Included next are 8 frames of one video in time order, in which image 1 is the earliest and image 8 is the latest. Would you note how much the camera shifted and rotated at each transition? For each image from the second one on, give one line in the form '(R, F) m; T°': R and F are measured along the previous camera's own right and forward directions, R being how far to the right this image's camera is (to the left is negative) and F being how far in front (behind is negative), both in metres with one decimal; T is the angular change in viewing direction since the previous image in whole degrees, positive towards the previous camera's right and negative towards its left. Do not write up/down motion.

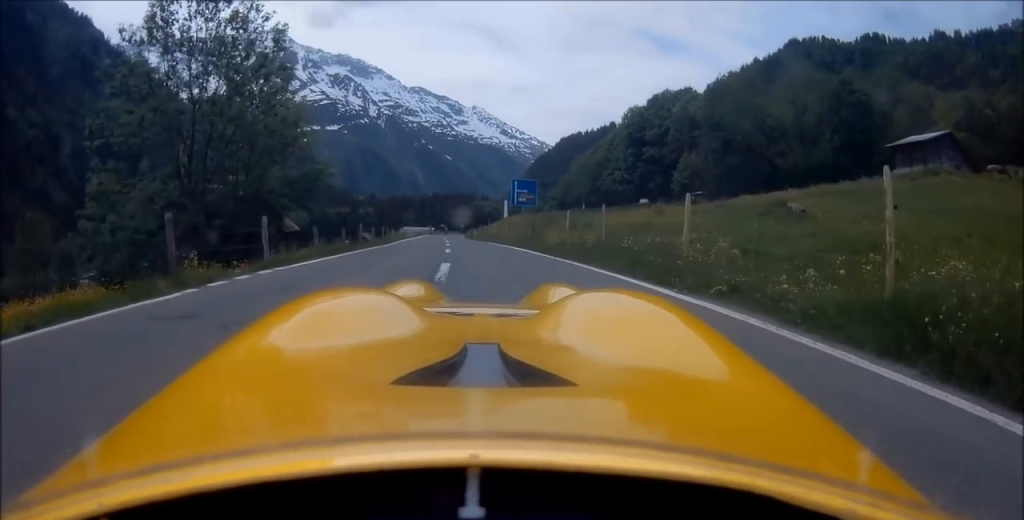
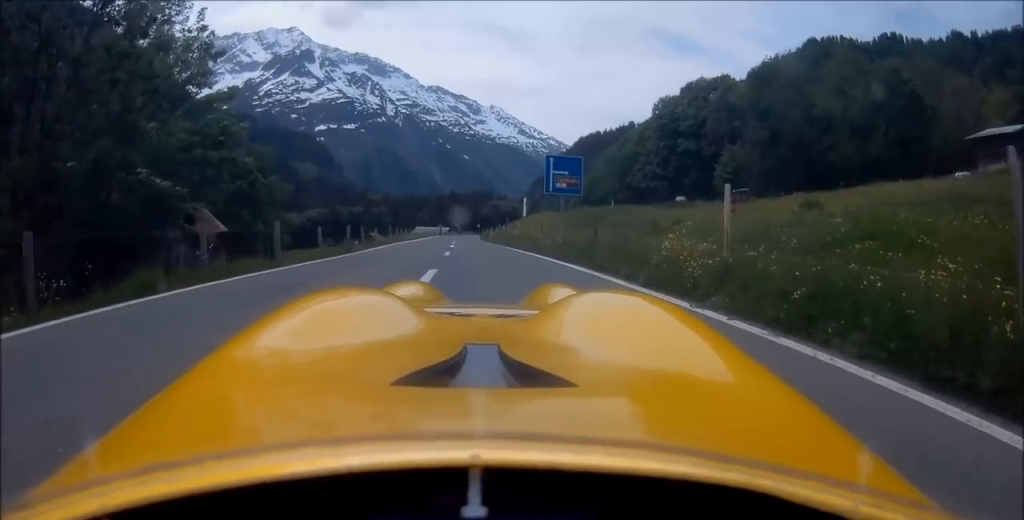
(+0.1, +11.0) m; 0°
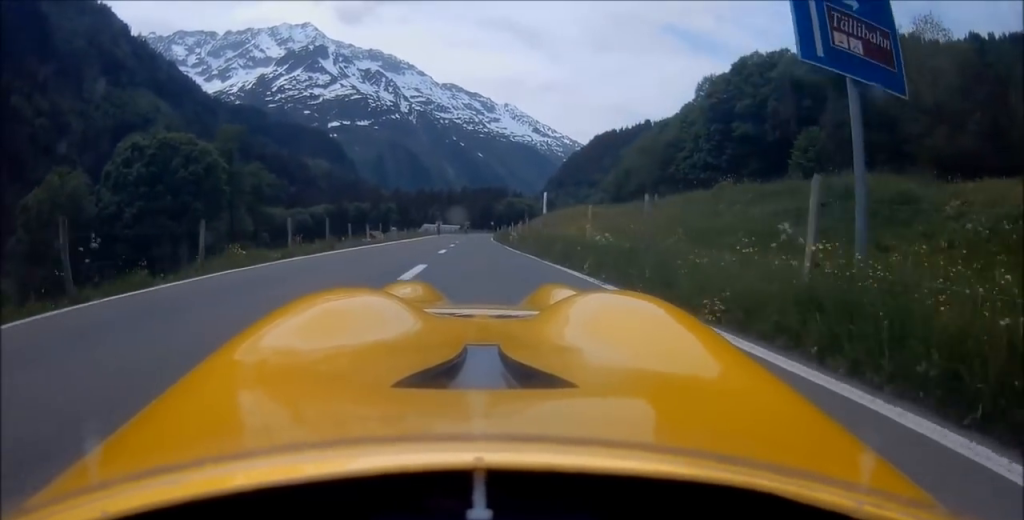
(-0.1, +18.3) m; -1°
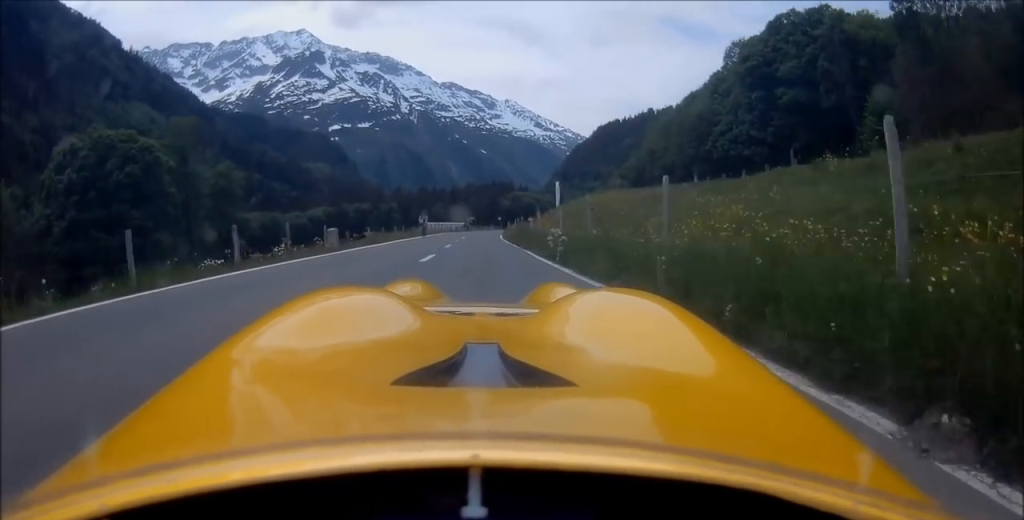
(-0.1, +14.3) m; -1°
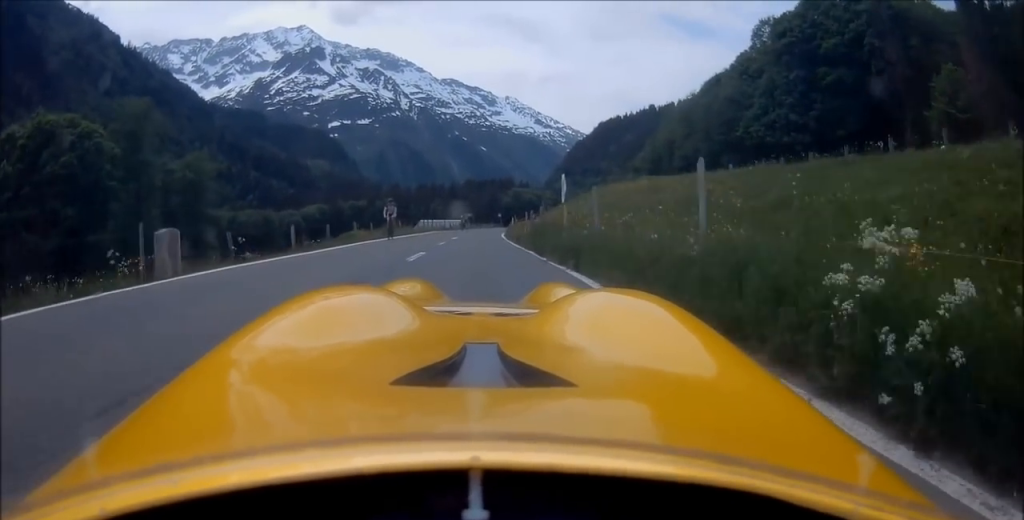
(0.0, +10.3) m; 0°
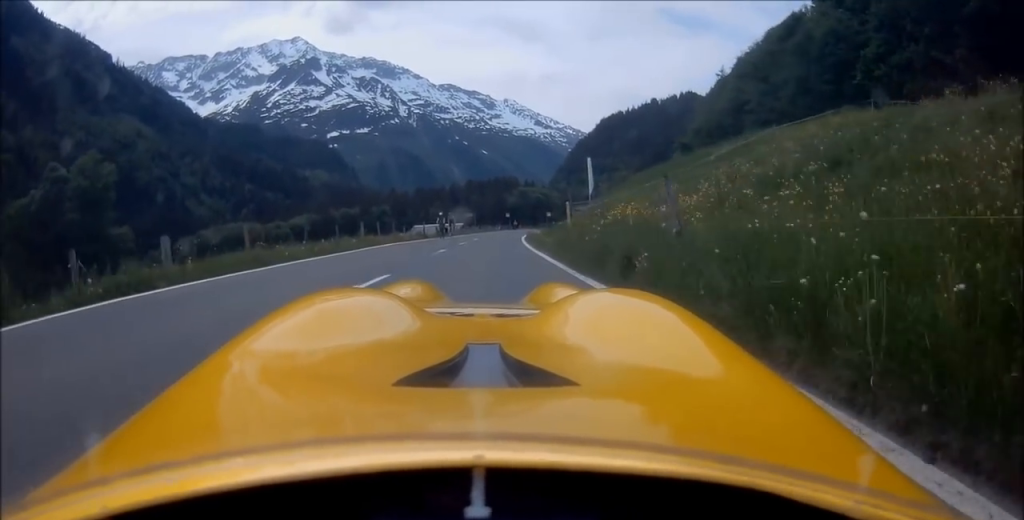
(0.0, +25.0) m; 0°
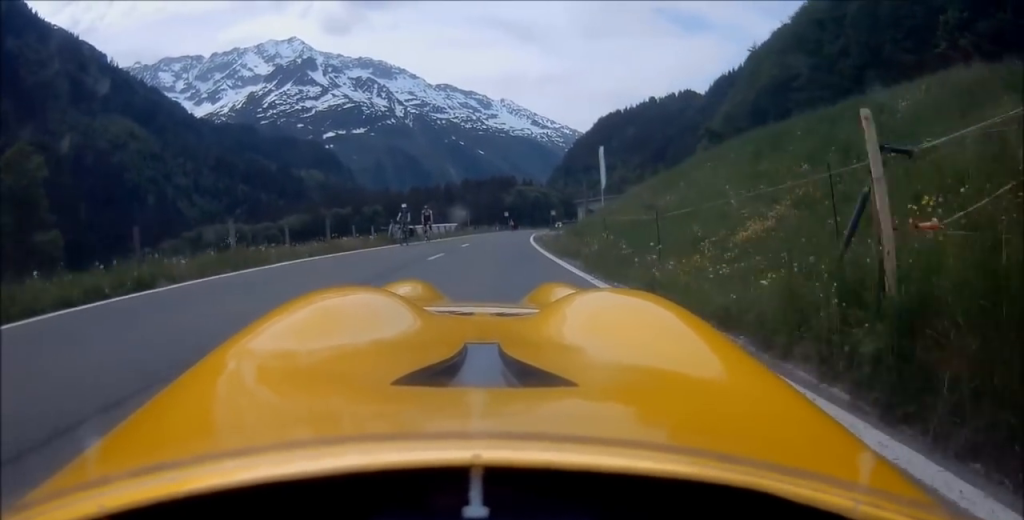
(0.0, +11.7) m; +1°
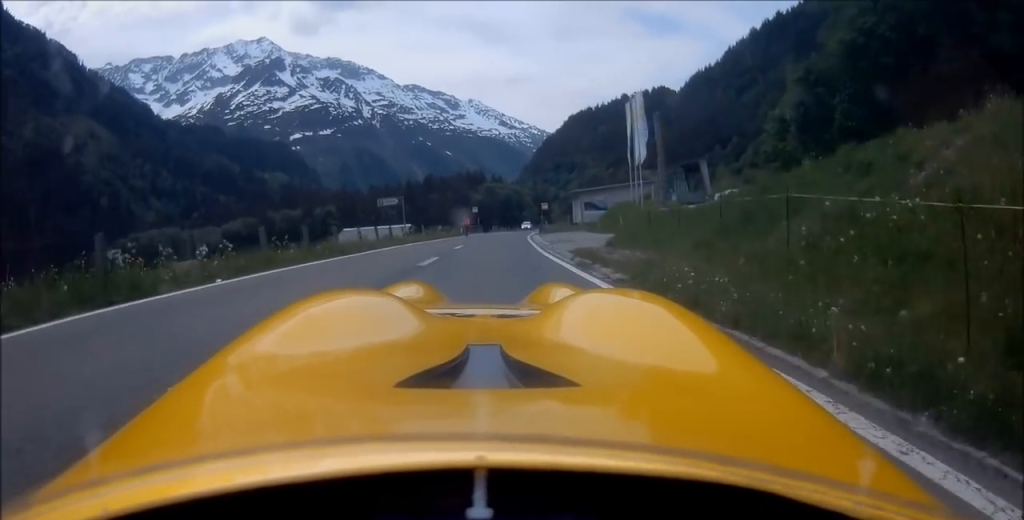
(+0.8, +29.5) m; +4°
